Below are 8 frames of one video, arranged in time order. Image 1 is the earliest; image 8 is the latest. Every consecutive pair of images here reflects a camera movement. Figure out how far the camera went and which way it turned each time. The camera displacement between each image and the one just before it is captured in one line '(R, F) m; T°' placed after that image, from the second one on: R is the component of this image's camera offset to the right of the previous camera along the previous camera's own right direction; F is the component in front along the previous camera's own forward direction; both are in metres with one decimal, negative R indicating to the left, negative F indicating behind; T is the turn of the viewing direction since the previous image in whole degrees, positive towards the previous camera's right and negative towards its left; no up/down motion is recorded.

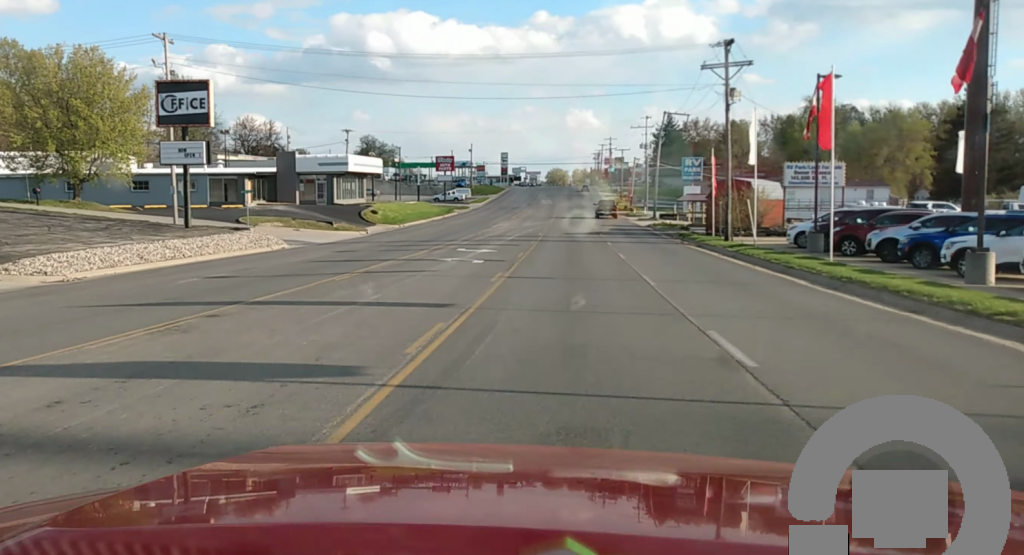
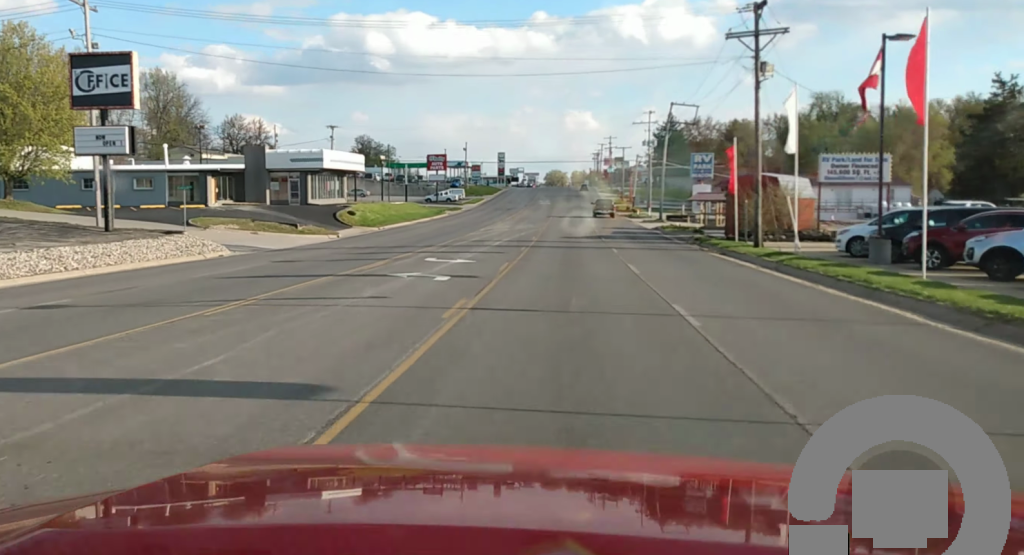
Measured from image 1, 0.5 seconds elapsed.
(-0.1, +8.1) m; 0°
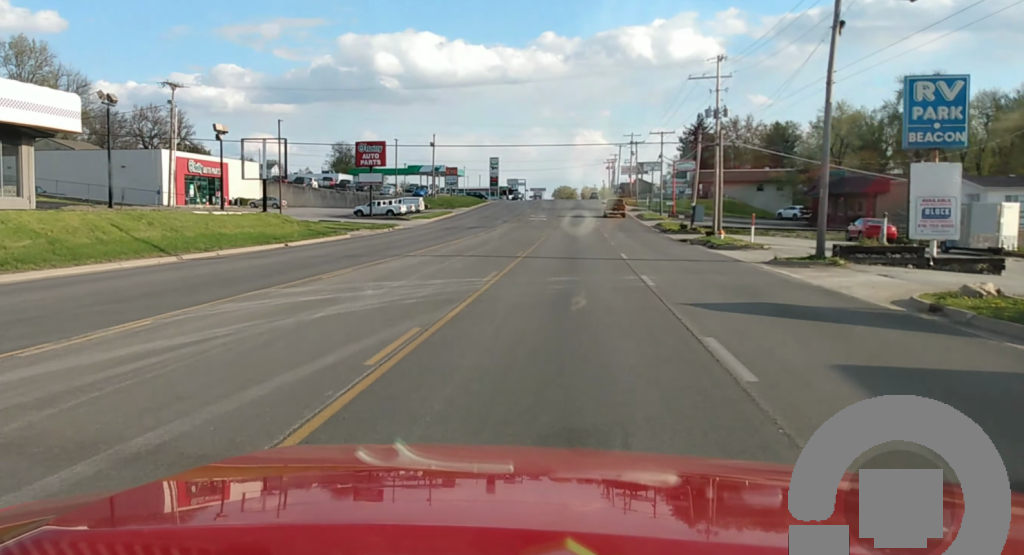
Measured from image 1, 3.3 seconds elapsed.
(+0.5, +52.8) m; +1°
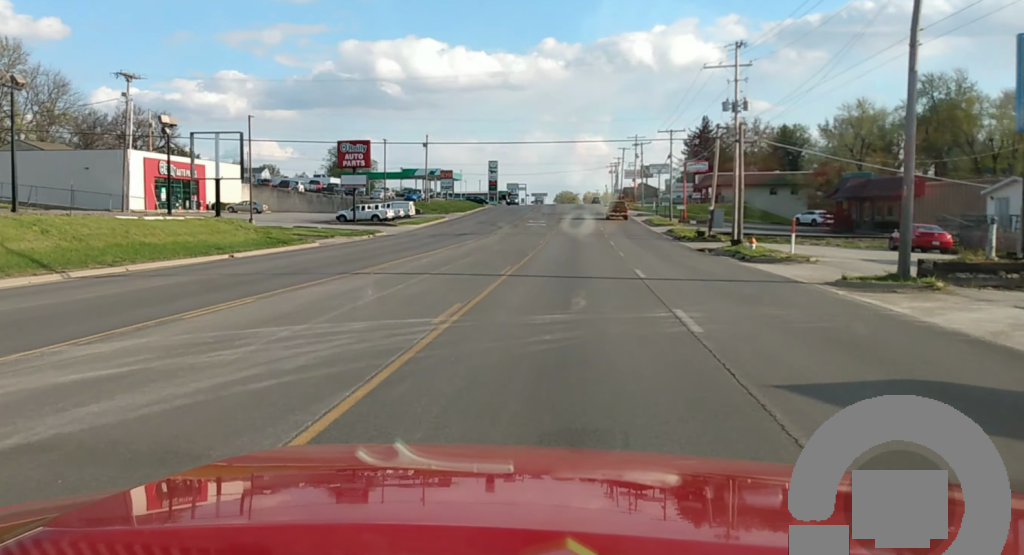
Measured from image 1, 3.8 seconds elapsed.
(0.0, +8.4) m; 0°
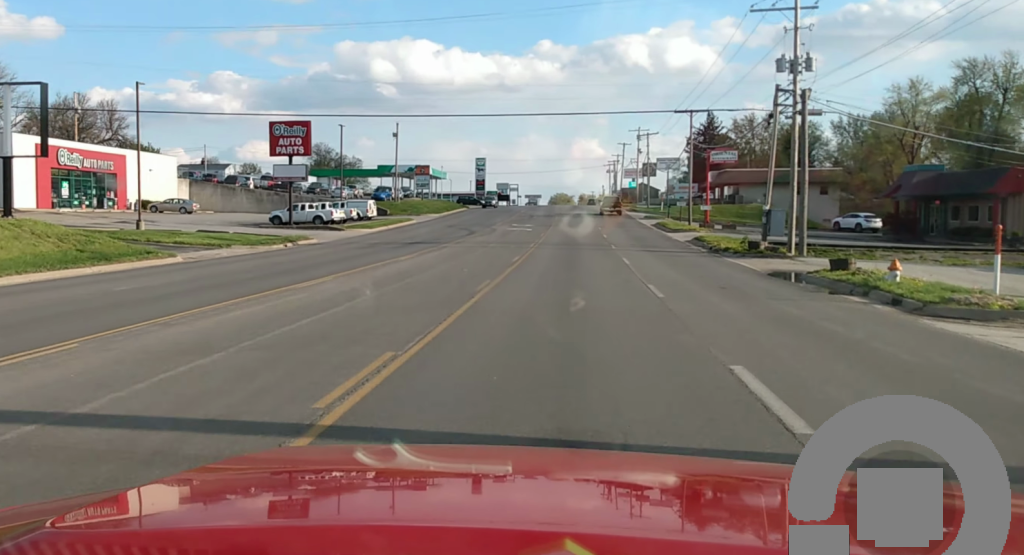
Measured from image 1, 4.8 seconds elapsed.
(-0.2, +17.9) m; -2°
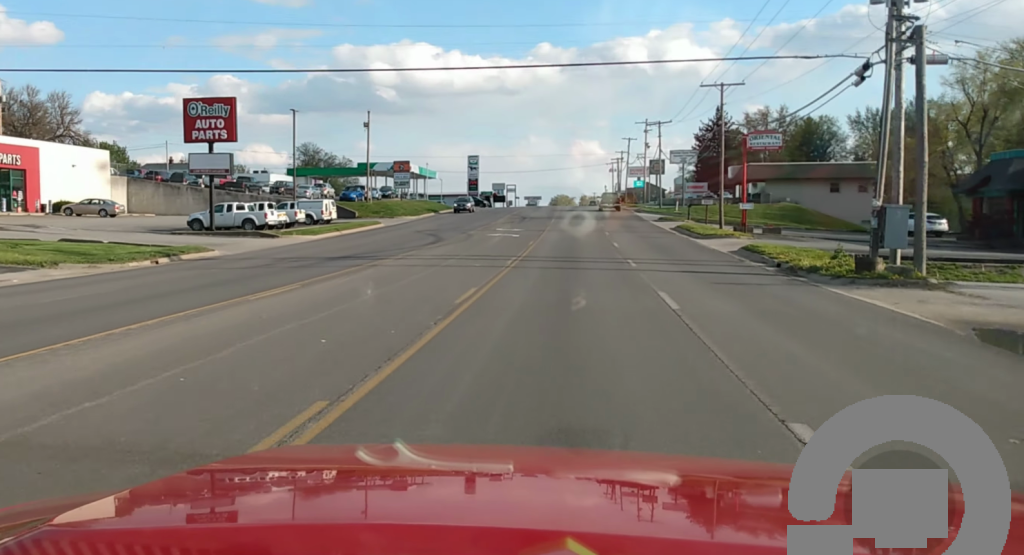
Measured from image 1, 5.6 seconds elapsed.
(-0.3, +15.1) m; -1°
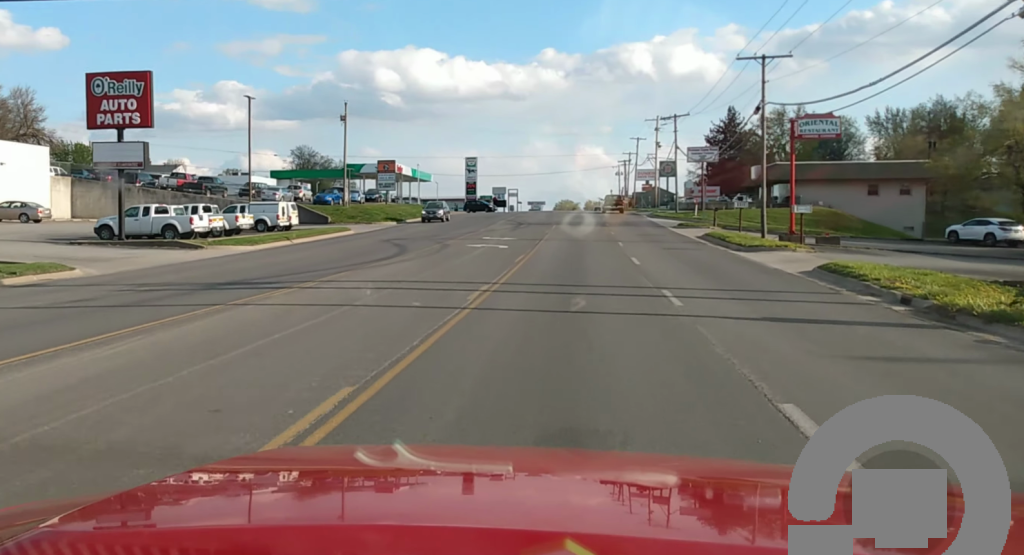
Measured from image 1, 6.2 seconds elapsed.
(0.0, +11.2) m; +1°
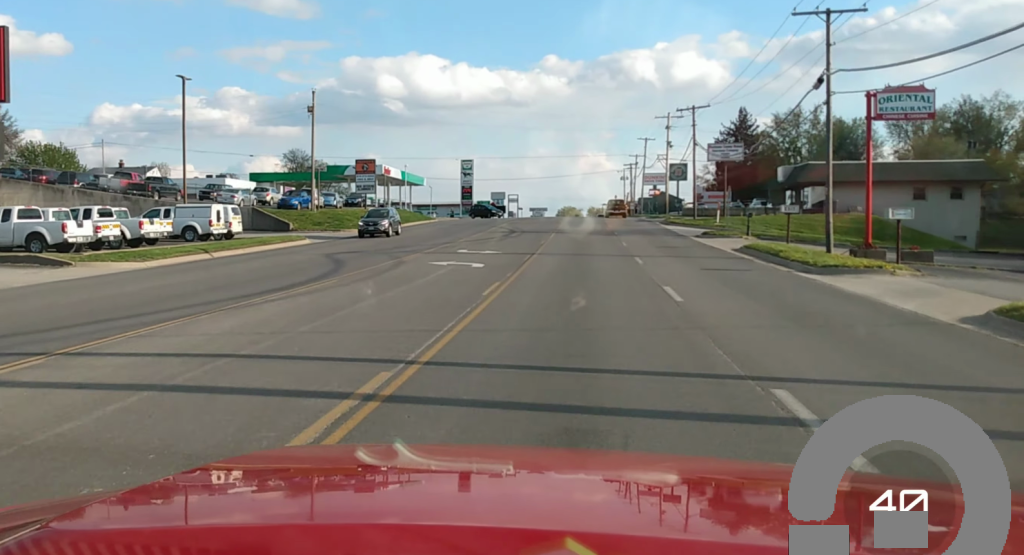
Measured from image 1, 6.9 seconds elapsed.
(+0.1, +11.0) m; +1°
